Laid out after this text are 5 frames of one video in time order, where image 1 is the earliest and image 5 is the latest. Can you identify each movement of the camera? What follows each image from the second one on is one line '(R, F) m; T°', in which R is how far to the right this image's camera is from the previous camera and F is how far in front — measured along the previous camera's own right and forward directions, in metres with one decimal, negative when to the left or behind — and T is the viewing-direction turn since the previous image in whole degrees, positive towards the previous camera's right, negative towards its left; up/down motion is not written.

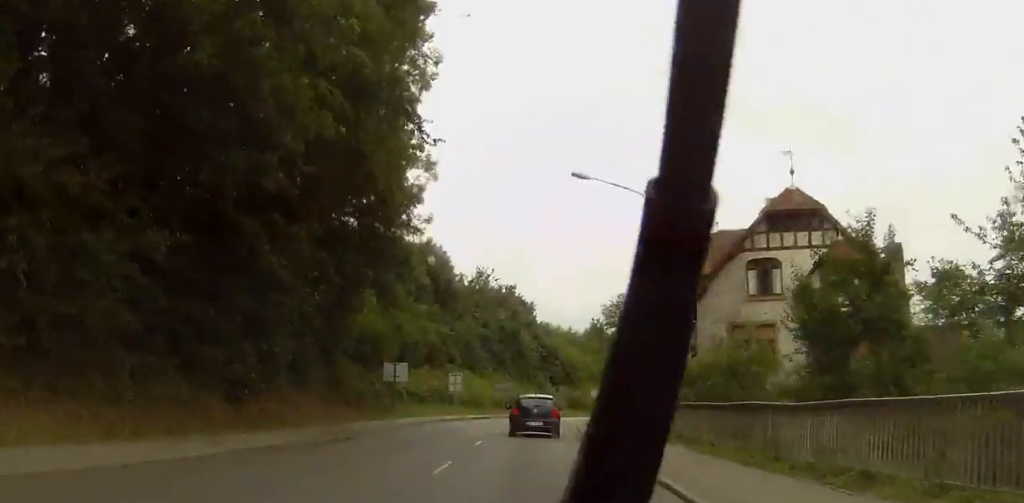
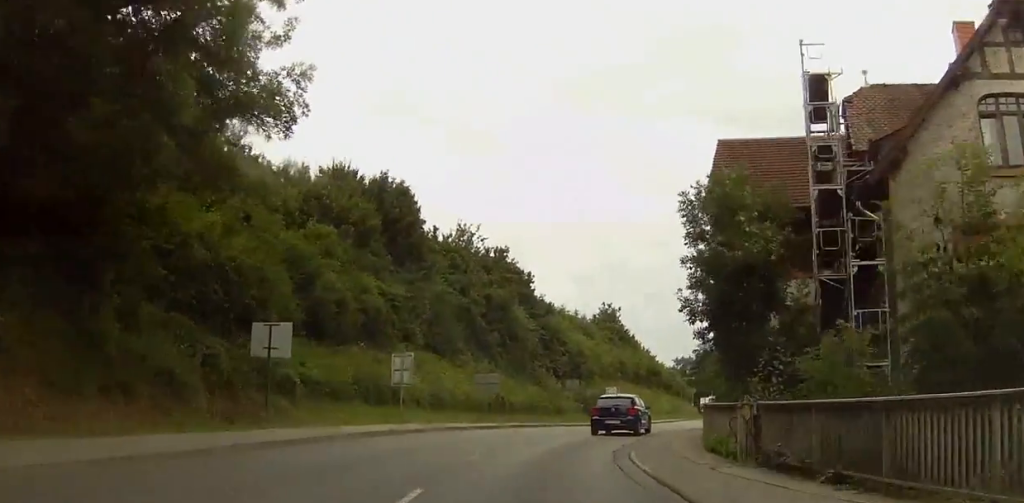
(-0.7, +22.7) m; -2°
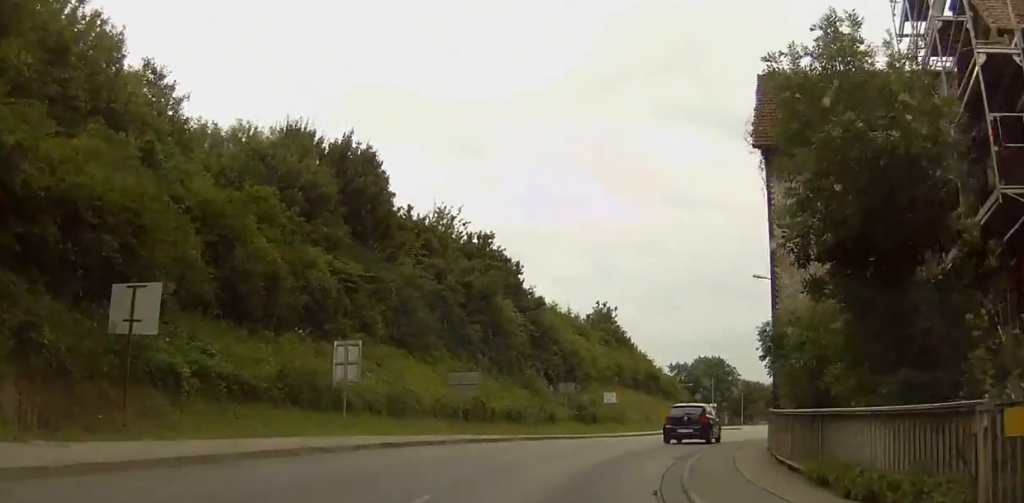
(+0.1, +8.5) m; +4°
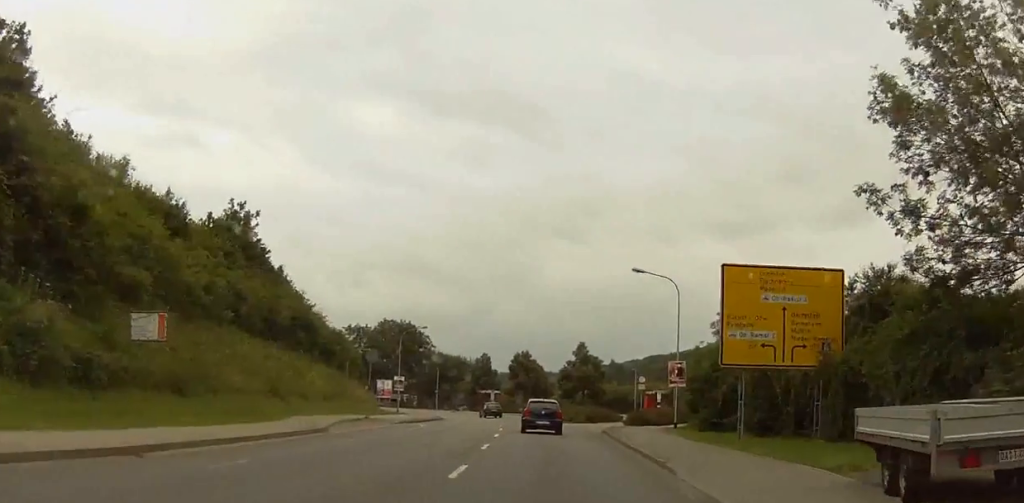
(+7.4, +39.9) m; +17°
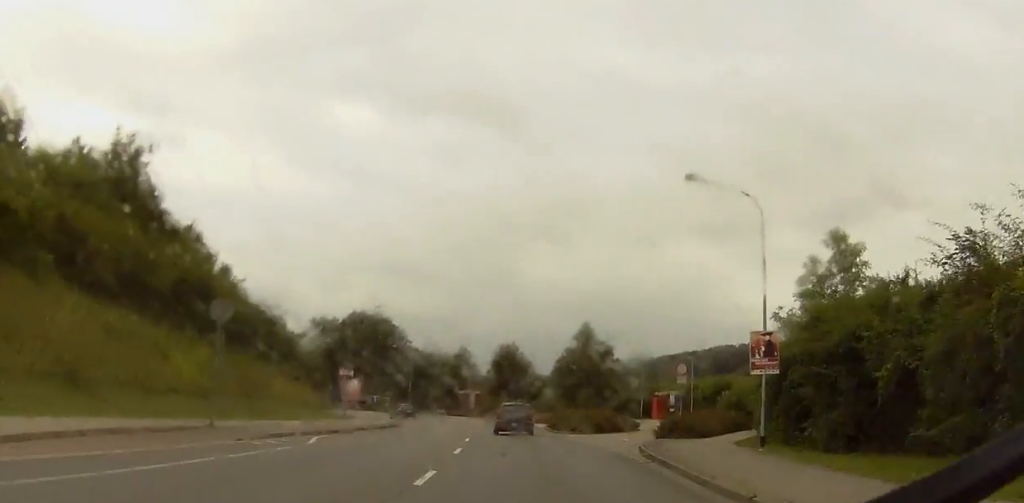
(-0.5, +19.1) m; -2°
